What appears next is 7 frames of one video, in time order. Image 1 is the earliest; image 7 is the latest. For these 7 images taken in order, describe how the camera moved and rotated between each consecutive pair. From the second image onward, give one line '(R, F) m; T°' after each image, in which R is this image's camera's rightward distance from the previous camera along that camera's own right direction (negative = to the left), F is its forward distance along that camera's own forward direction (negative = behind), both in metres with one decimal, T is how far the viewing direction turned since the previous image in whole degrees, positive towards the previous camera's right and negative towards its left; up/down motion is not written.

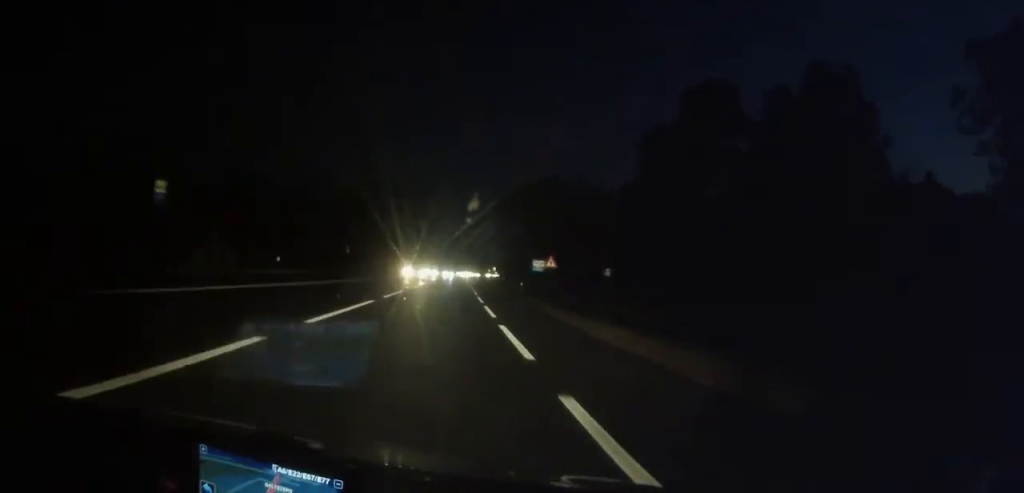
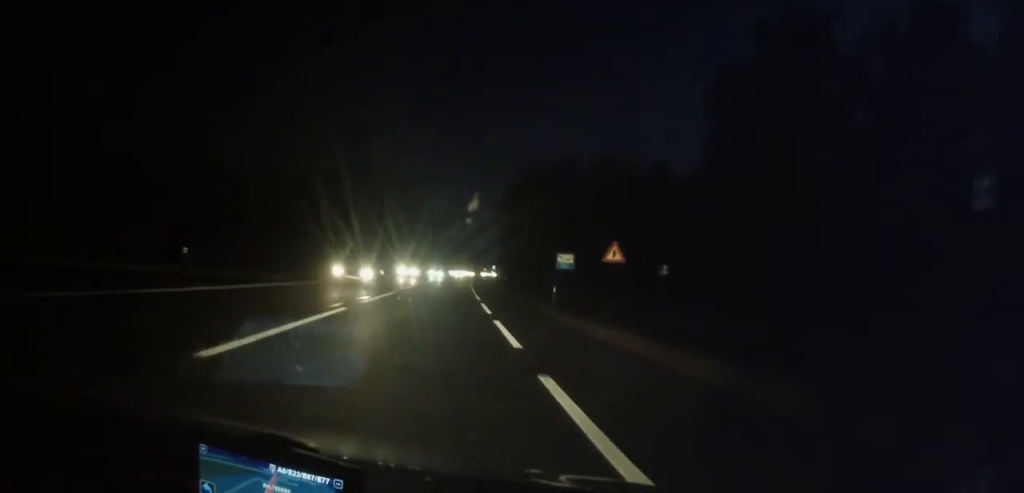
(+0.1, +16.7) m; 0°
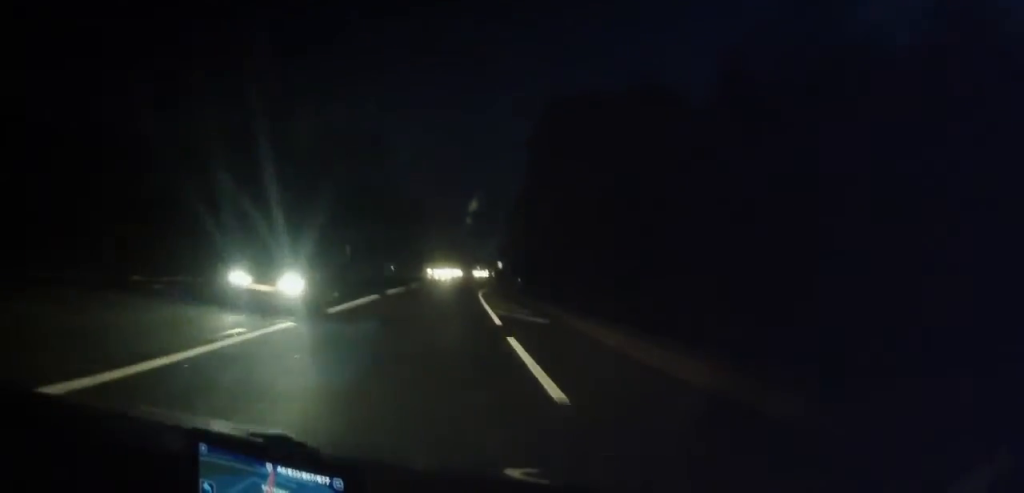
(+0.1, +40.0) m; +1°
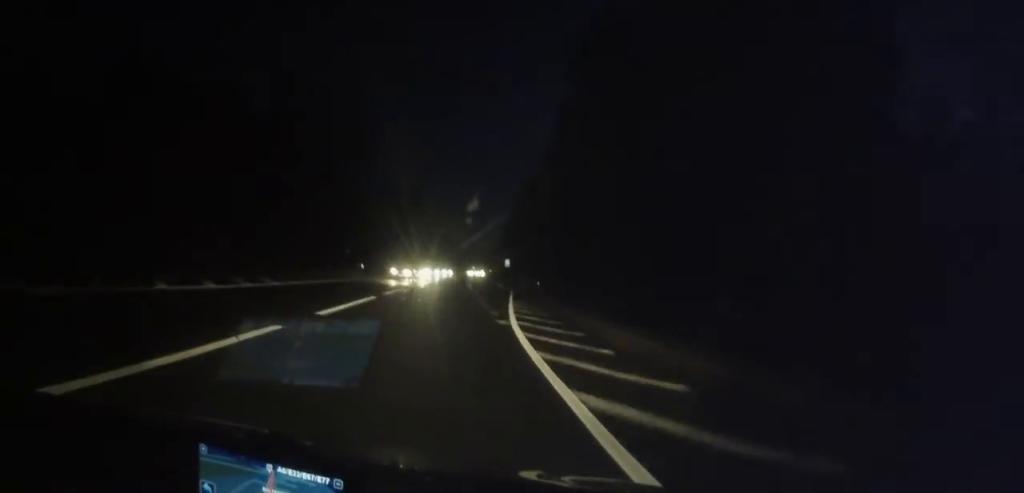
(+0.4, +24.5) m; +1°
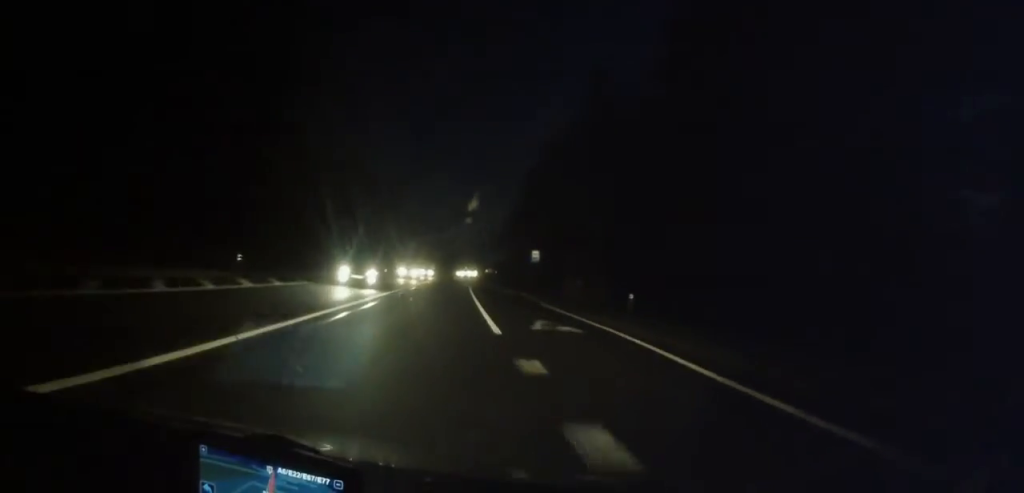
(-0.3, +35.5) m; -1°
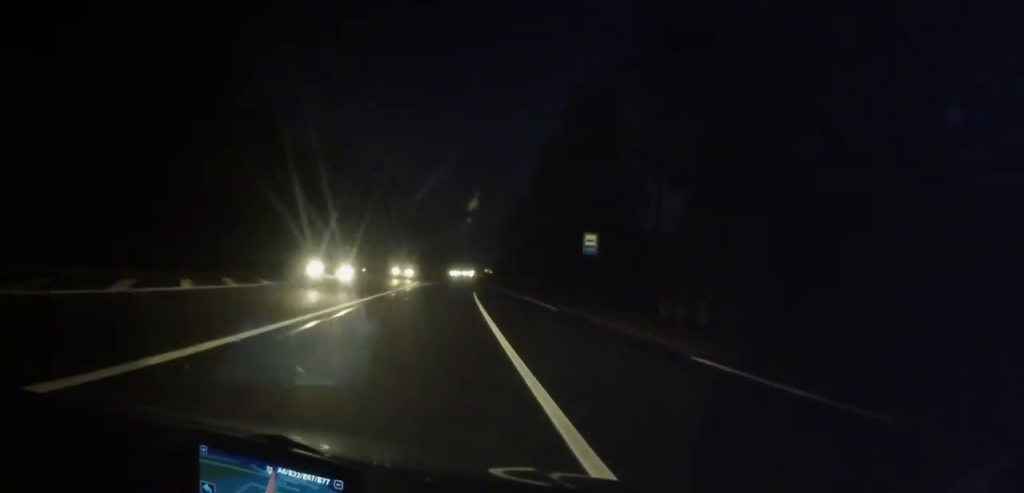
(-0.2, +19.9) m; +1°
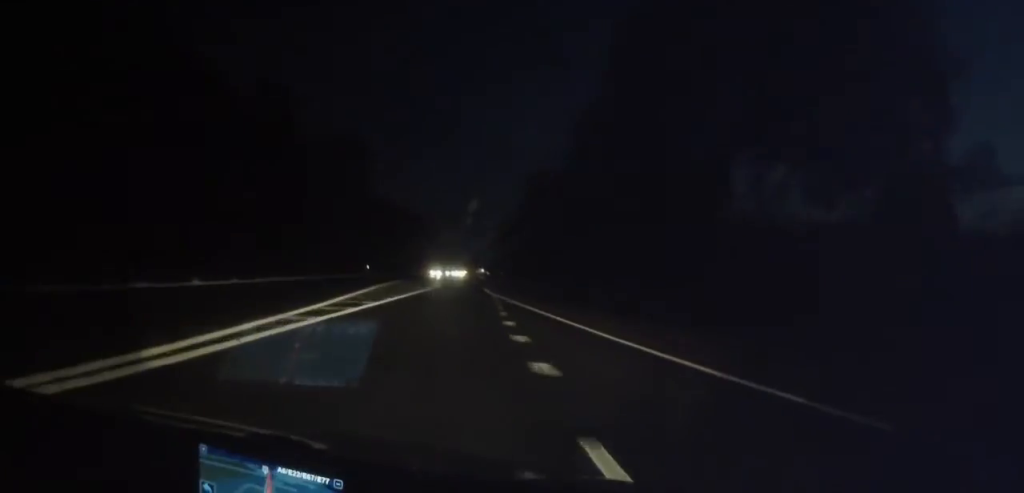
(+0.8, +34.5) m; +1°
